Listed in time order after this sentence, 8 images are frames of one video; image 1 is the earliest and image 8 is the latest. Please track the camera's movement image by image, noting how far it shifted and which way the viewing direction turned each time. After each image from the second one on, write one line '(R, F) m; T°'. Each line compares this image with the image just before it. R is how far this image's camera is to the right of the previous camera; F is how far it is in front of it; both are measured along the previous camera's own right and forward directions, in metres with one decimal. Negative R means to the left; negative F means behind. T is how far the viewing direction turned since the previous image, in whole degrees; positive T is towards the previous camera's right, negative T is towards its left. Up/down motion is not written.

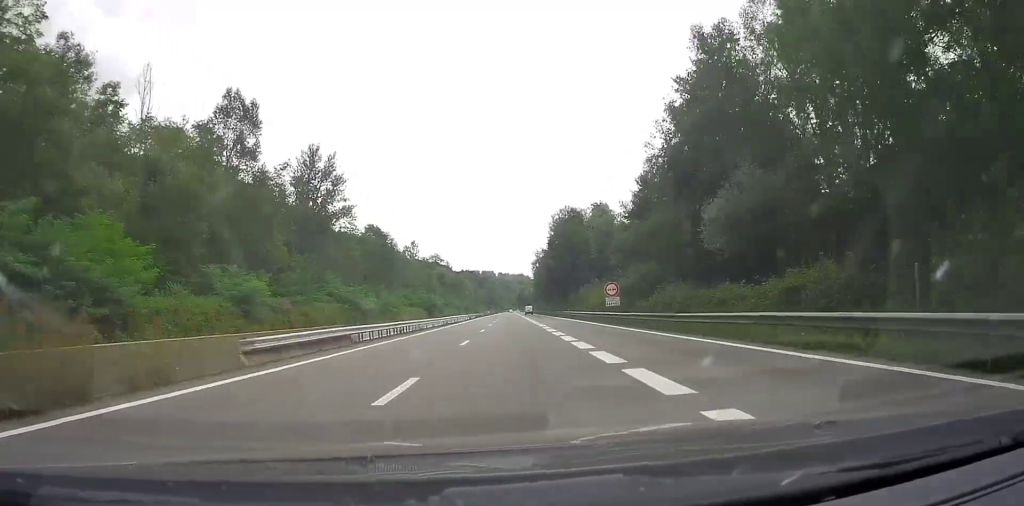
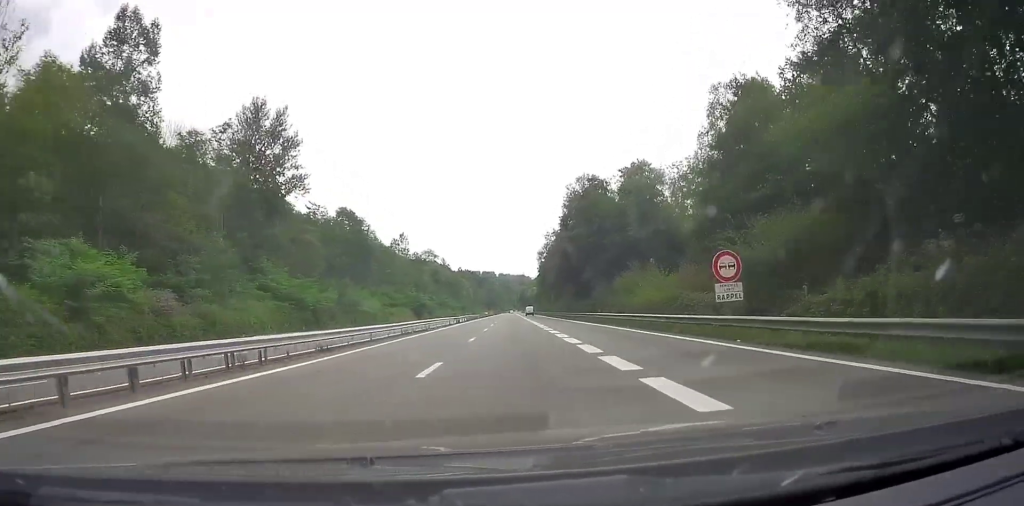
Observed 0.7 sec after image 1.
(0.0, +22.3) m; 0°
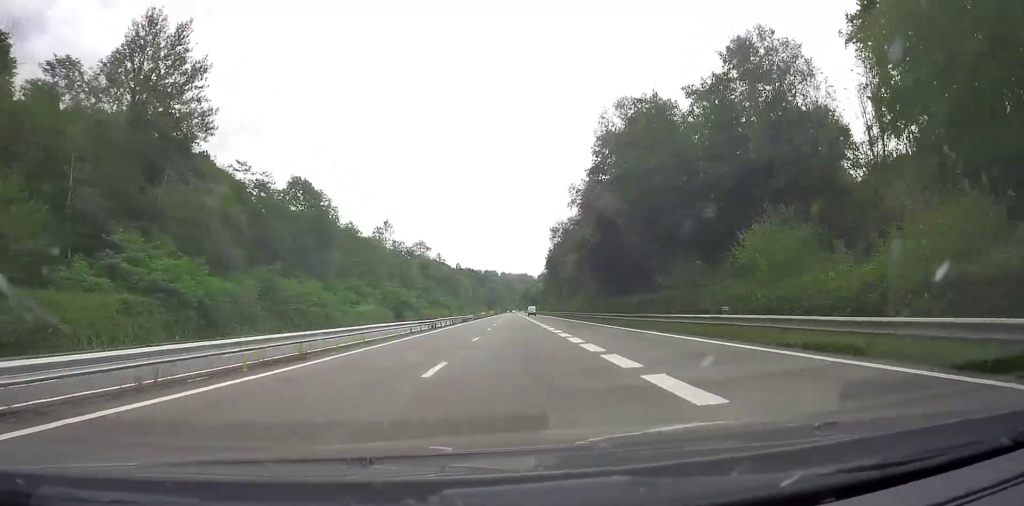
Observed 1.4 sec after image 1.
(+0.1, +24.8) m; -1°
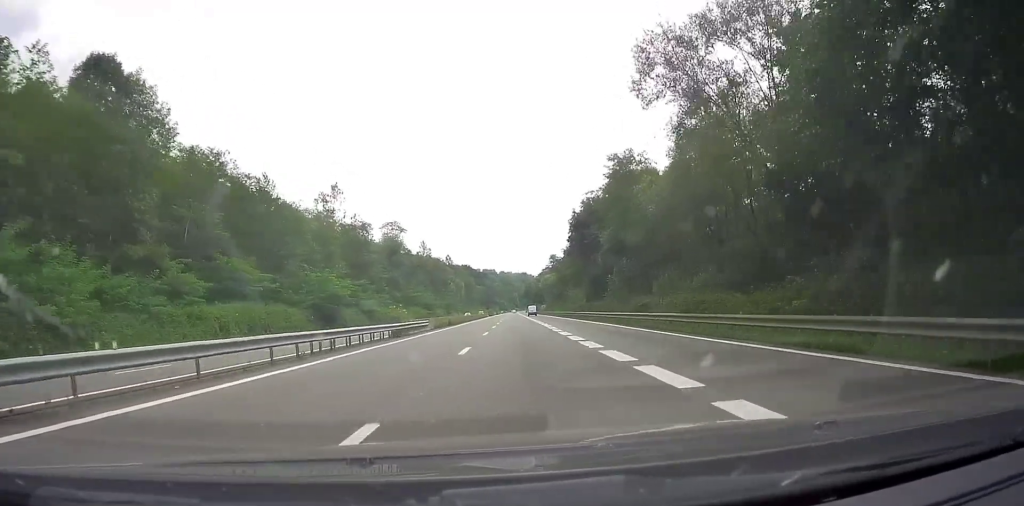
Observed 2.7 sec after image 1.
(-0.5, +43.6) m; 0°
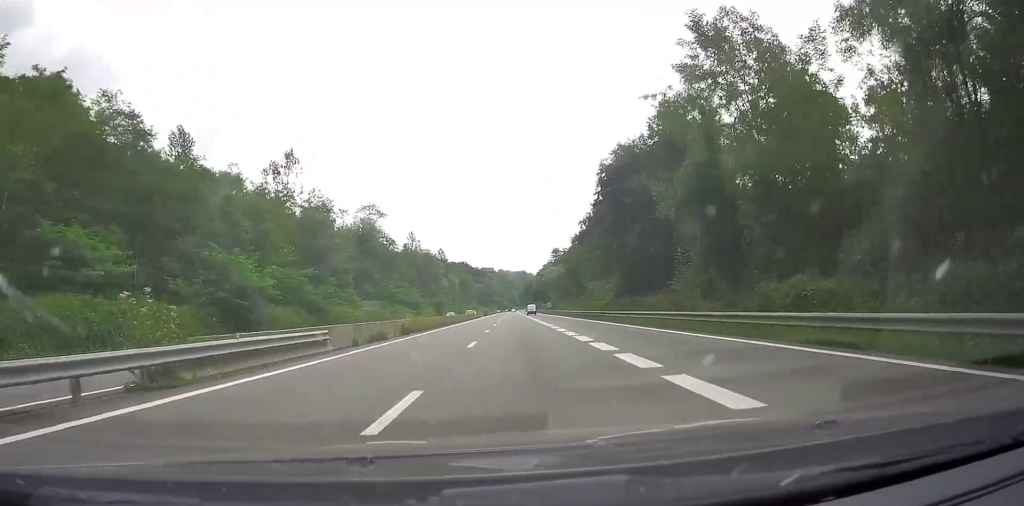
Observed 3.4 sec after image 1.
(+0.3, +21.3) m; +1°
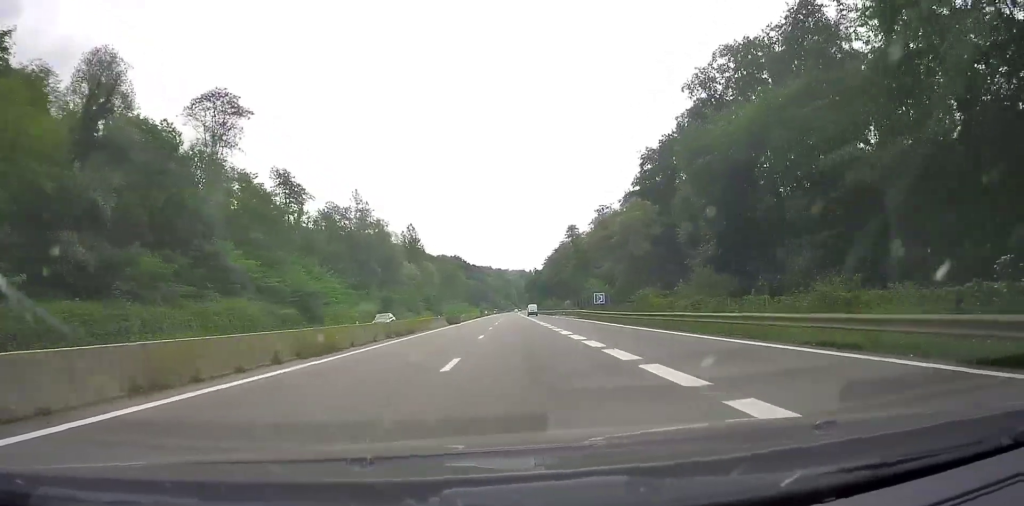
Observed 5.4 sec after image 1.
(+0.2, +63.2) m; 0°
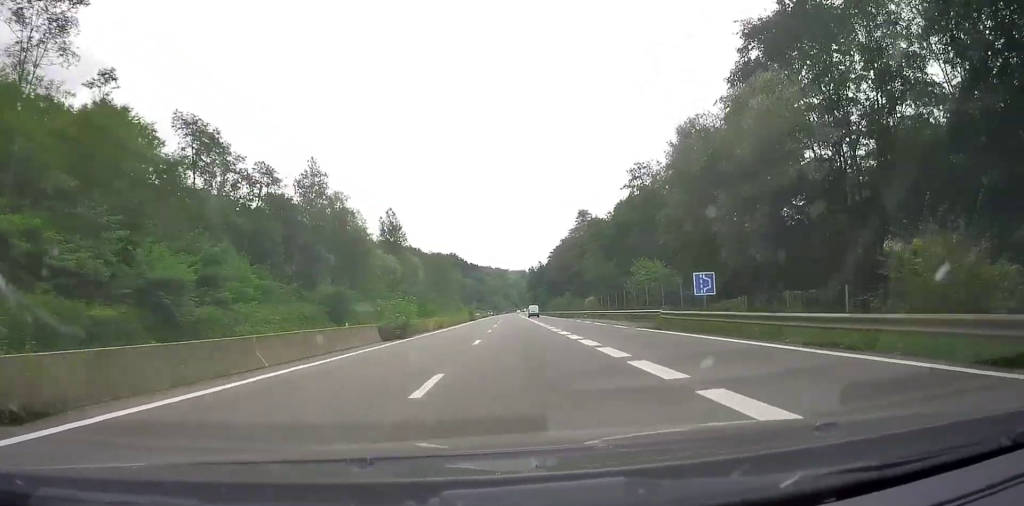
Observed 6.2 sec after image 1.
(+0.1, +24.6) m; 0°
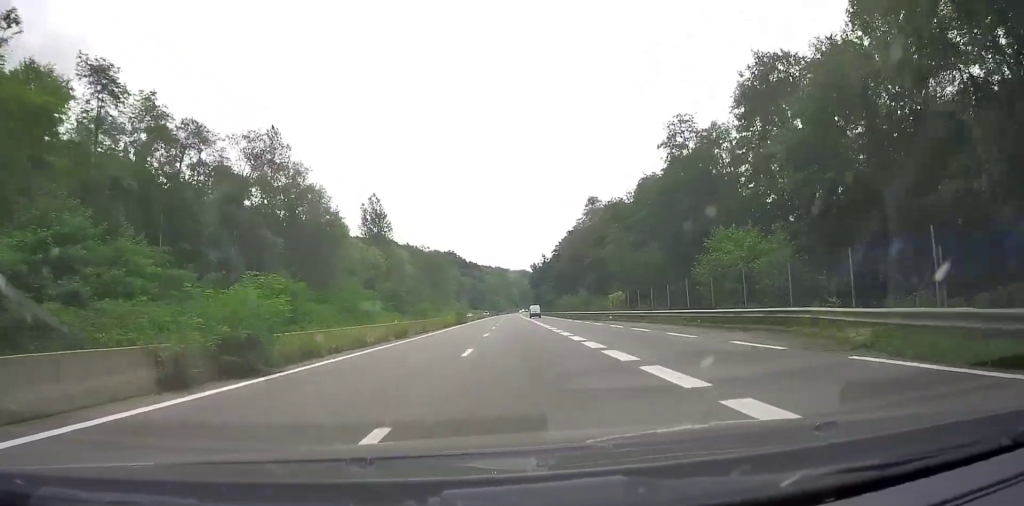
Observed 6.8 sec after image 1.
(0.0, +15.8) m; 0°
